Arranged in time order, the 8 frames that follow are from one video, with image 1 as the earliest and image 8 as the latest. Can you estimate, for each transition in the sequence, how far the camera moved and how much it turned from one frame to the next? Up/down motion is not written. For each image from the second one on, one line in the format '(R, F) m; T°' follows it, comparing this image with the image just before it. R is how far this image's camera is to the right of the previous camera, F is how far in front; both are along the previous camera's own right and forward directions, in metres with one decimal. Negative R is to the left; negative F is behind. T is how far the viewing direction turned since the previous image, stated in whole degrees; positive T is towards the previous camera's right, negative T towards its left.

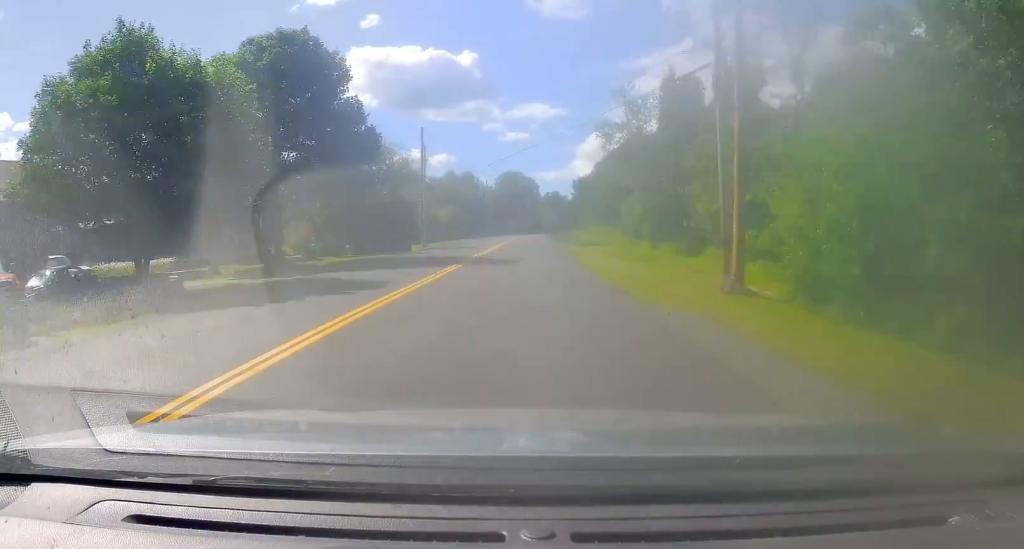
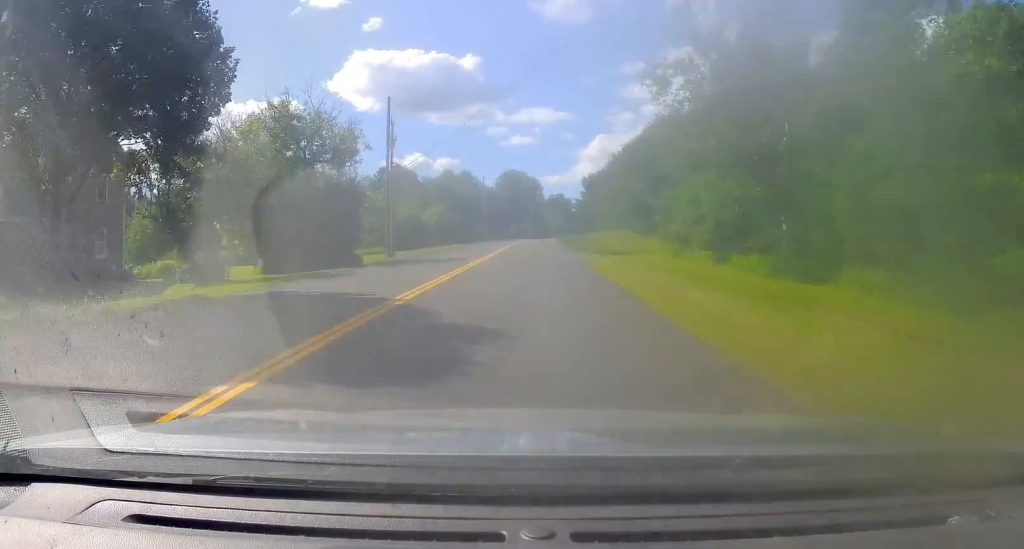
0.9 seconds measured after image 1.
(0.0, +19.1) m; 0°
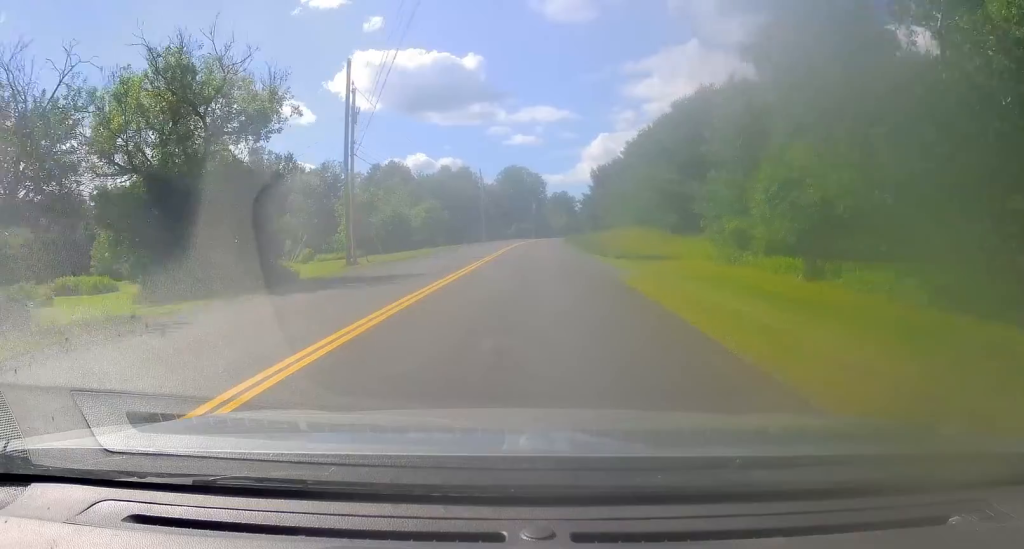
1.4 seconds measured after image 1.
(0.0, +11.7) m; 0°
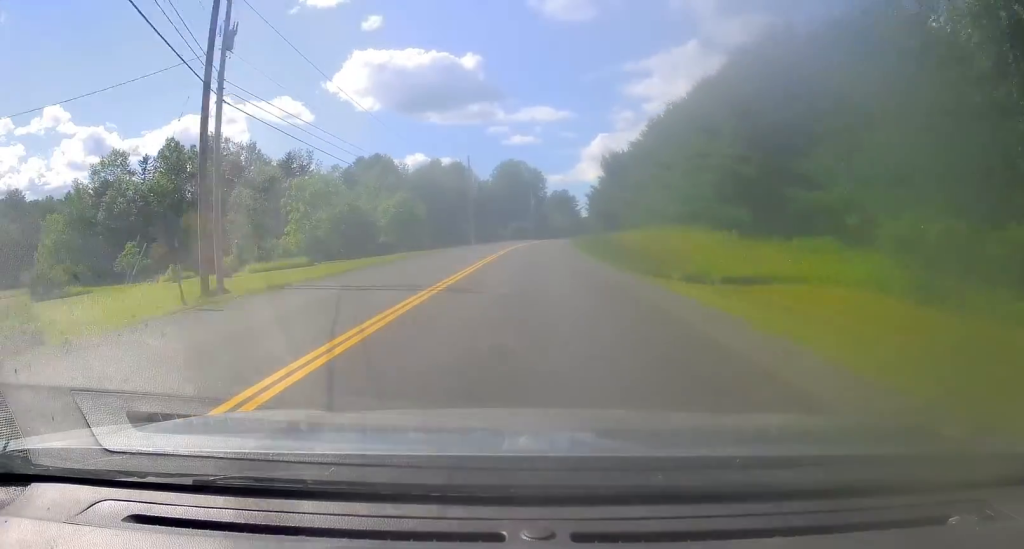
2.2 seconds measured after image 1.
(0.0, +18.1) m; 0°
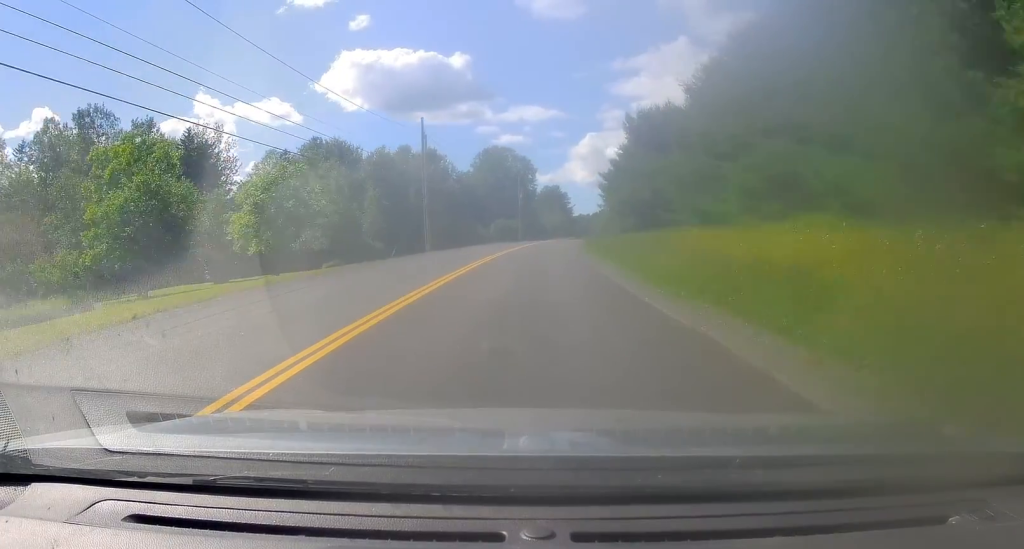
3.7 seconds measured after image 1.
(-0.3, +30.6) m; -1°
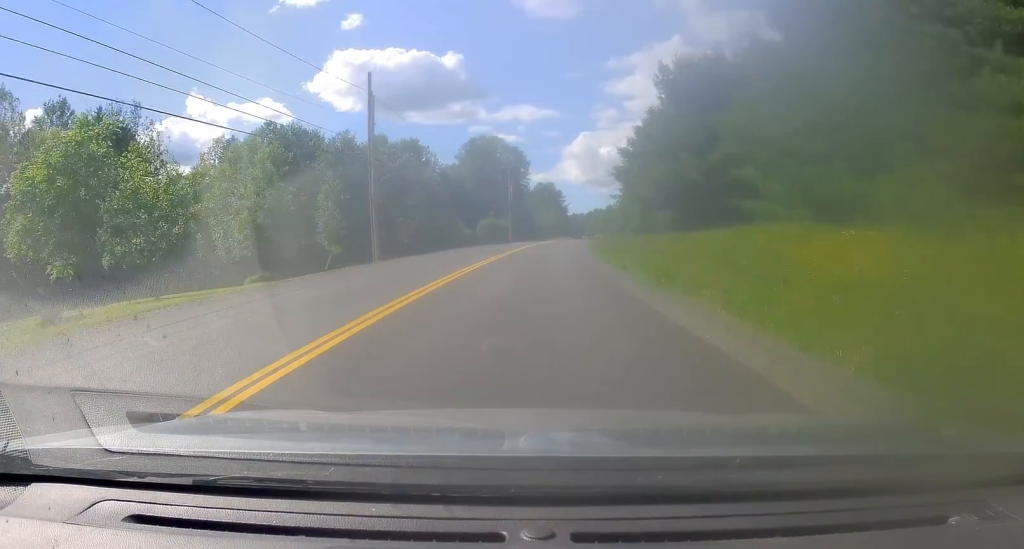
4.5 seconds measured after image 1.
(+0.1, +18.4) m; +2°
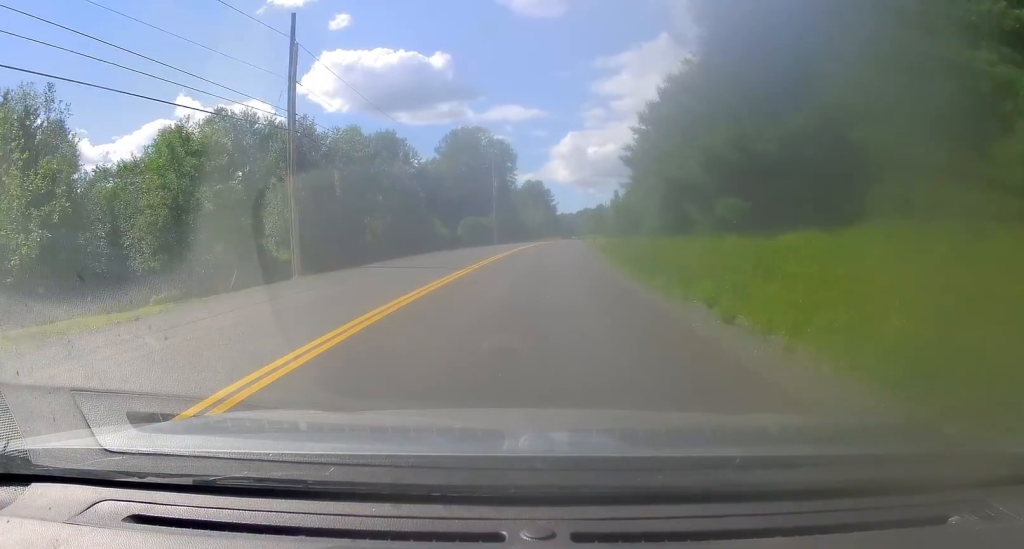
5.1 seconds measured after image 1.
(+0.1, +11.9) m; +1°
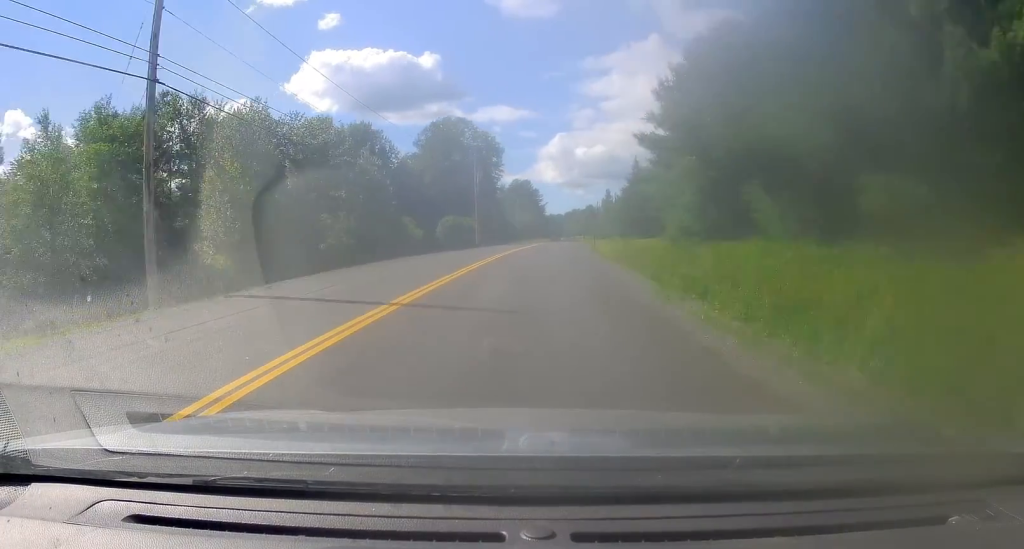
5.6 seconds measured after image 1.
(+0.3, +11.1) m; 0°
